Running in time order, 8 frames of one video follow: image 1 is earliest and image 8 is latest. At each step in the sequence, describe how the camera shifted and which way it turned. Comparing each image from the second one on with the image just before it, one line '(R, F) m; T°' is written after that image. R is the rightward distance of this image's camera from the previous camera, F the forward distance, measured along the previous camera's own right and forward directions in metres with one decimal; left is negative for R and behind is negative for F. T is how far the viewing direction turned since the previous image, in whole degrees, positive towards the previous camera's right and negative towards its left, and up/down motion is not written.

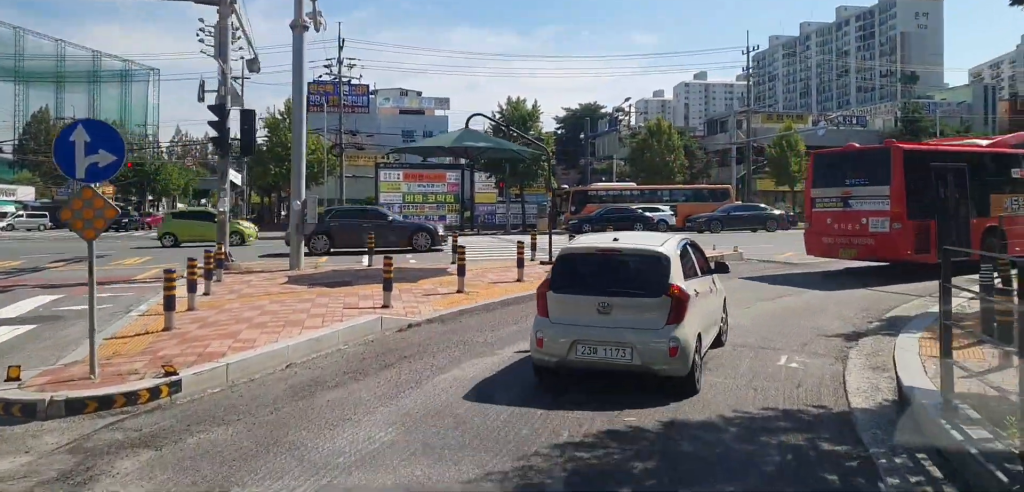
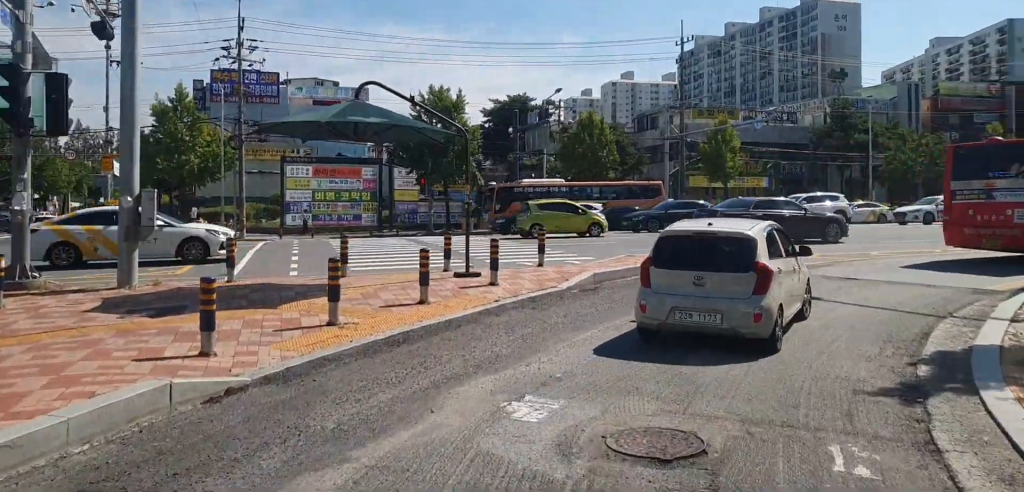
(+0.1, +4.1) m; +6°
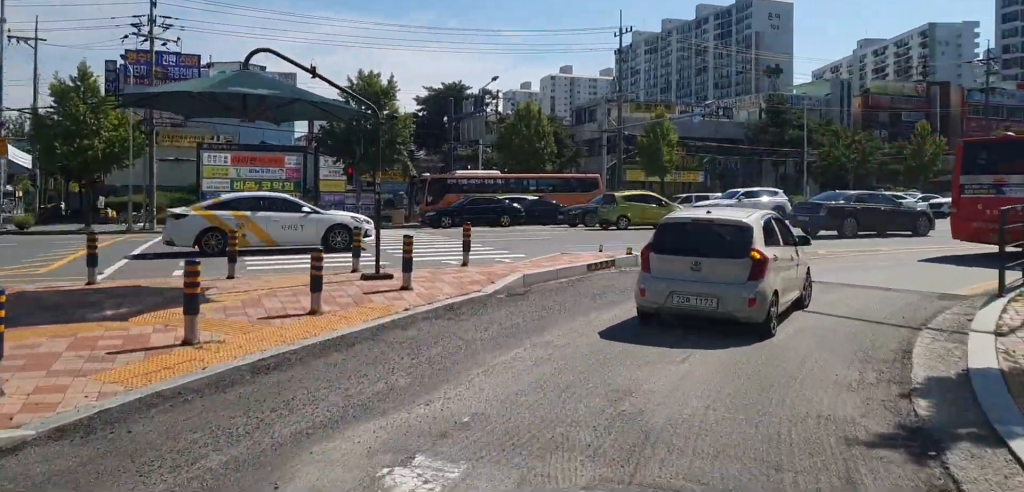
(+0.1, +2.0) m; +7°
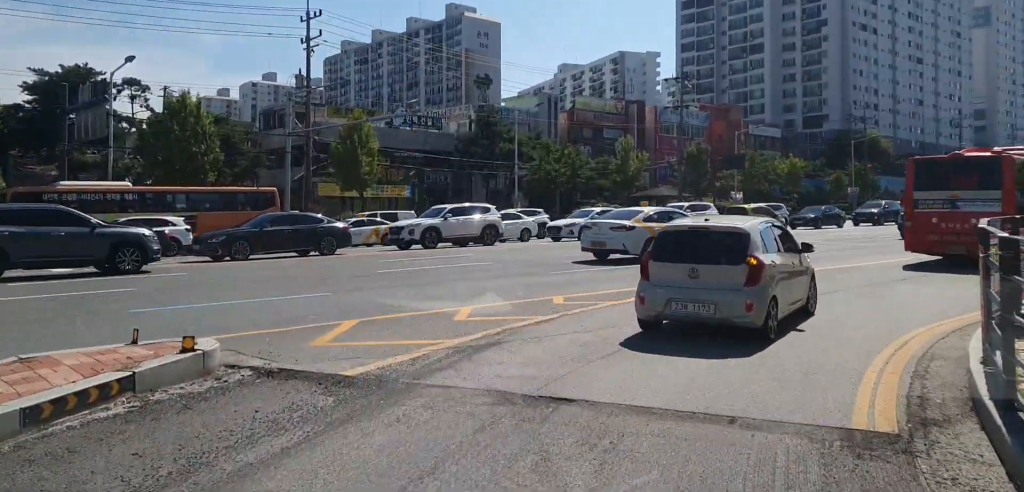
(+1.8, +8.5) m; +23°
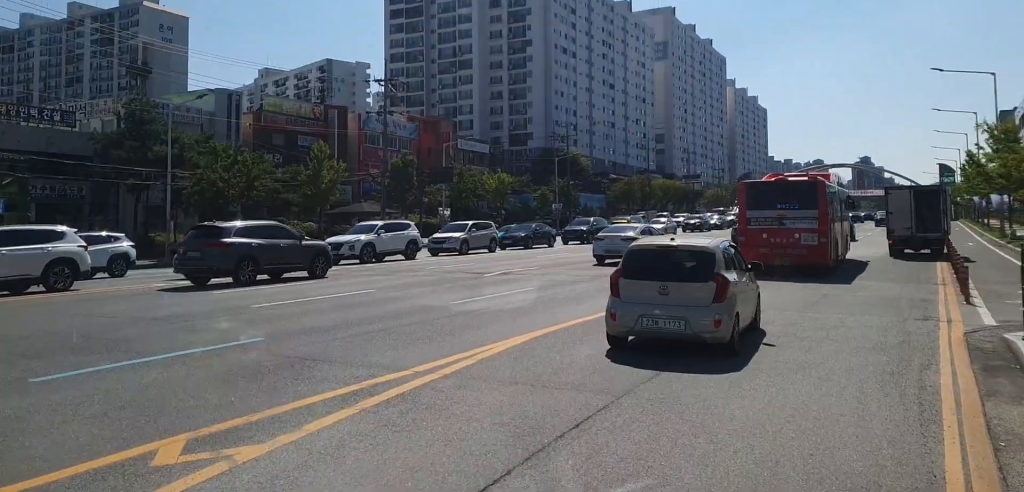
(+1.6, +8.1) m; +23°
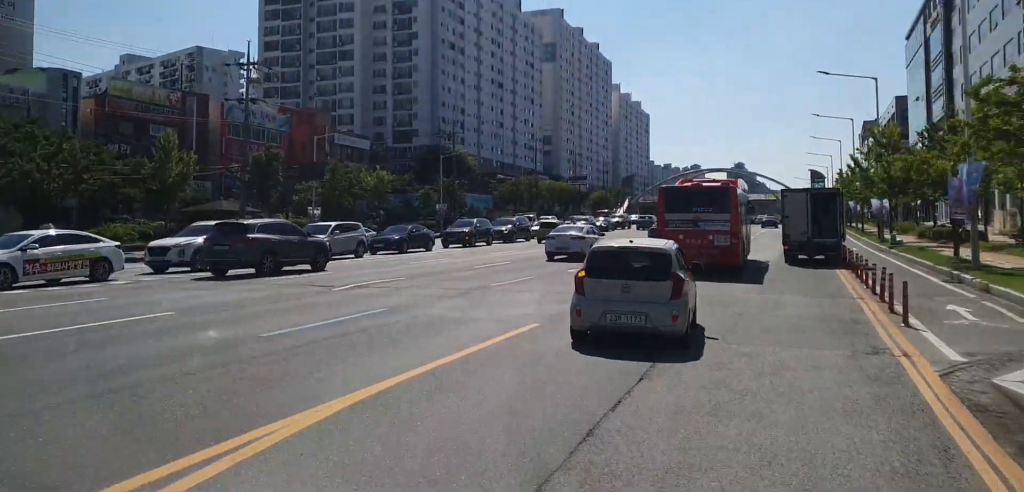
(+0.3, +3.8) m; +5°
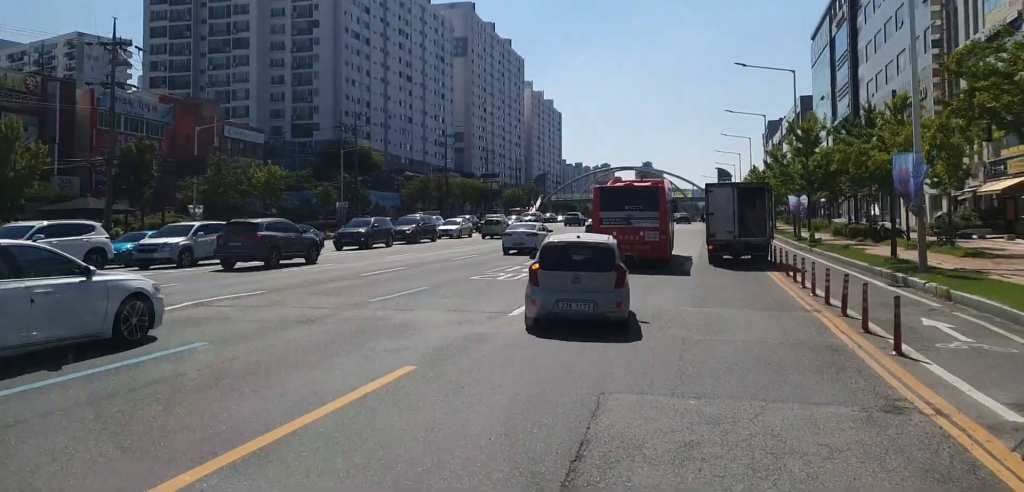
(+0.2, +4.0) m; +3°
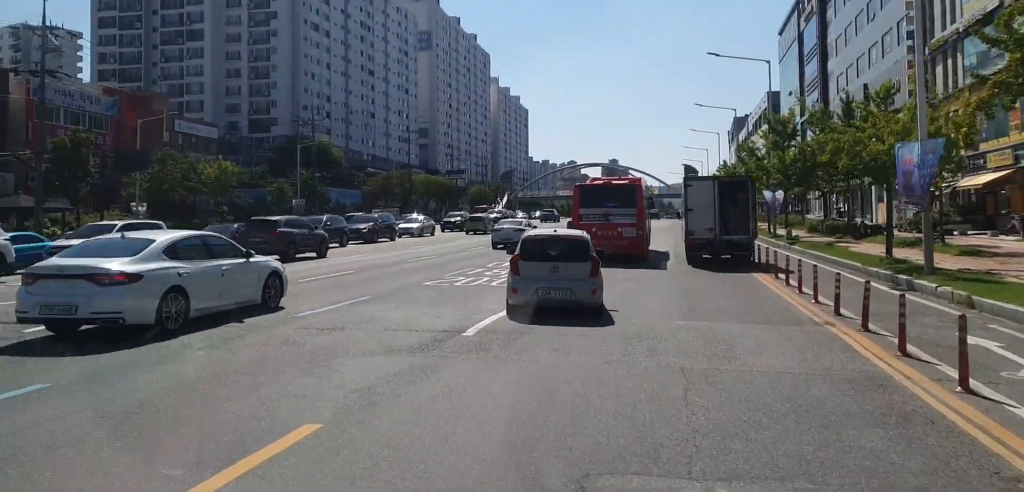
(0.0, +2.7) m; +2°
